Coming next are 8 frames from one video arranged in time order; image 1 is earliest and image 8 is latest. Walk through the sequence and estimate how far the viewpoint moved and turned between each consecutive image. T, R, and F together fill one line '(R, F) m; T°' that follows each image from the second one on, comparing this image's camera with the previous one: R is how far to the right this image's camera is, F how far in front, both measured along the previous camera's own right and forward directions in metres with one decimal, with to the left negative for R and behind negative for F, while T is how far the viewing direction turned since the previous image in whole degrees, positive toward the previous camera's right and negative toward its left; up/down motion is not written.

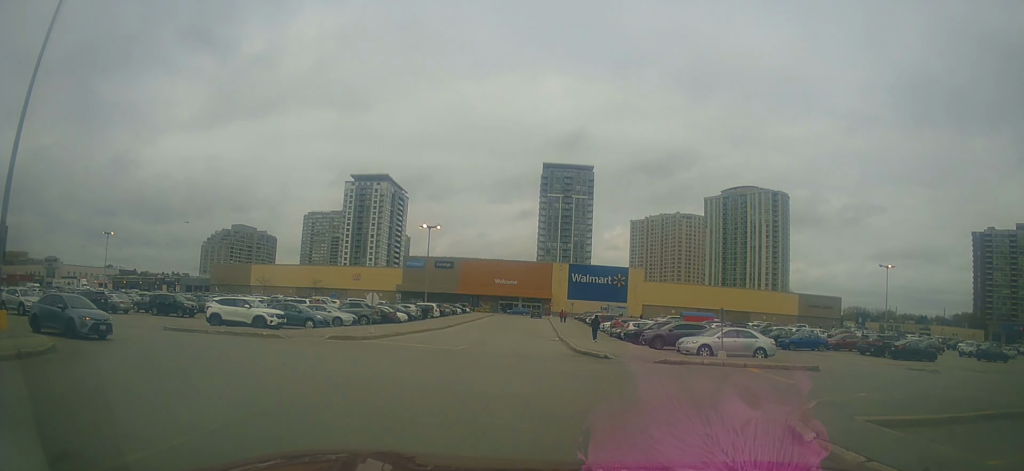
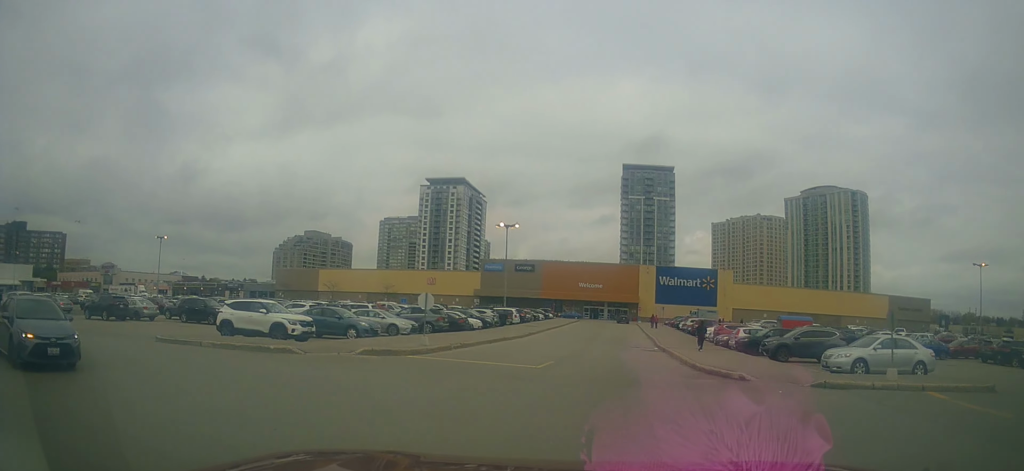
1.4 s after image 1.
(-0.3, +6.9) m; -15°
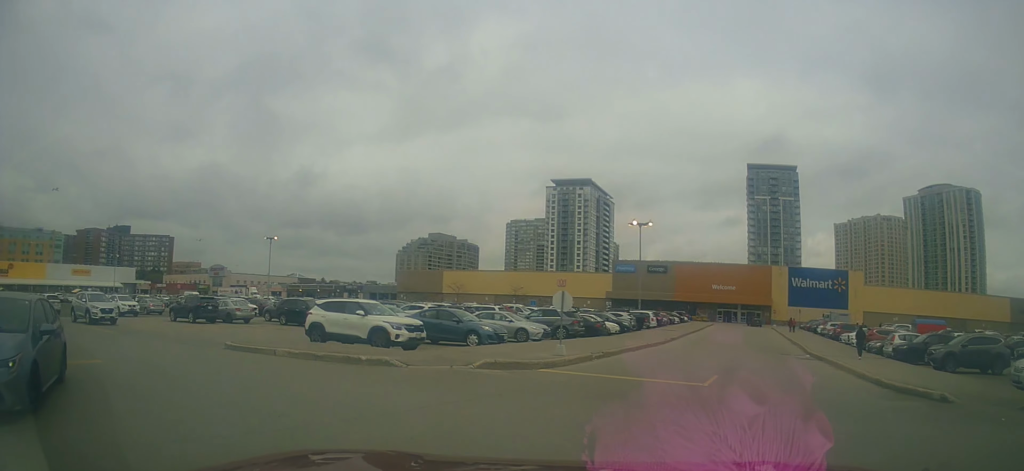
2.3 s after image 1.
(-0.5, +3.8) m; -16°
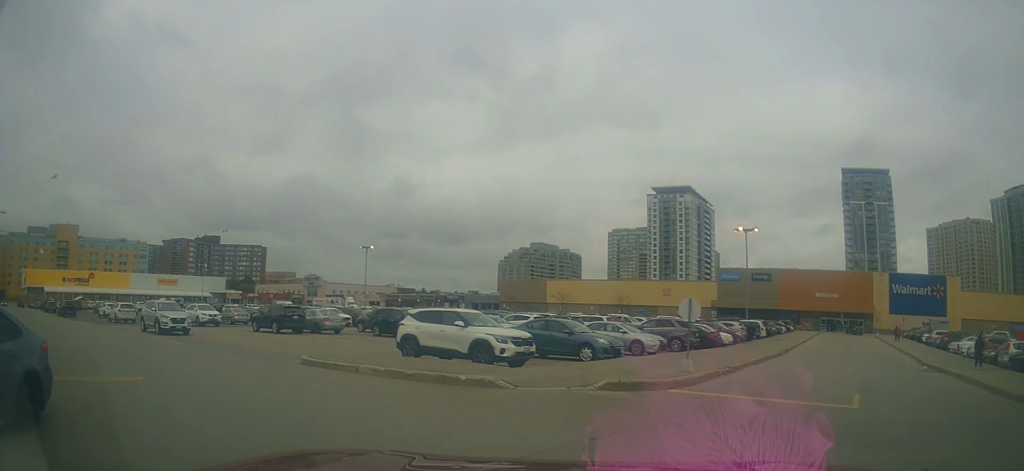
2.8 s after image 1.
(-0.3, +2.1) m; -8°
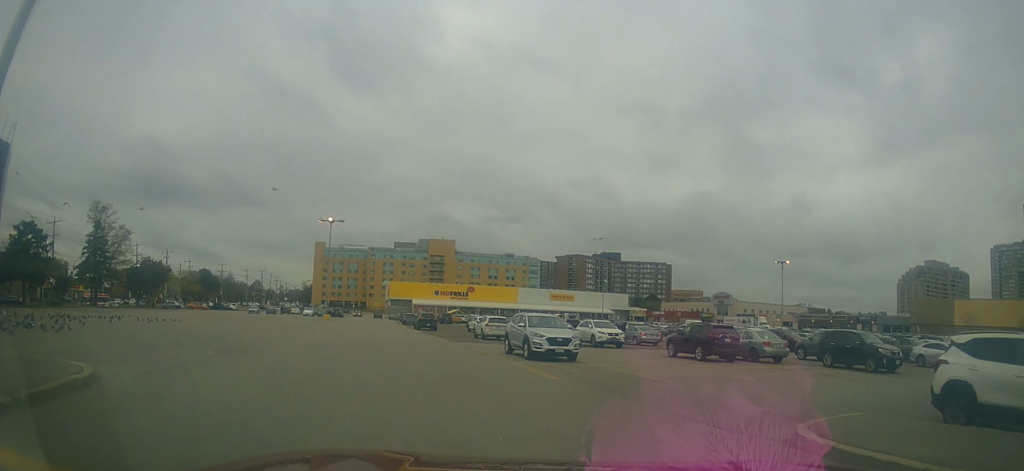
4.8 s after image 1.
(-2.3, +7.3) m; -41°
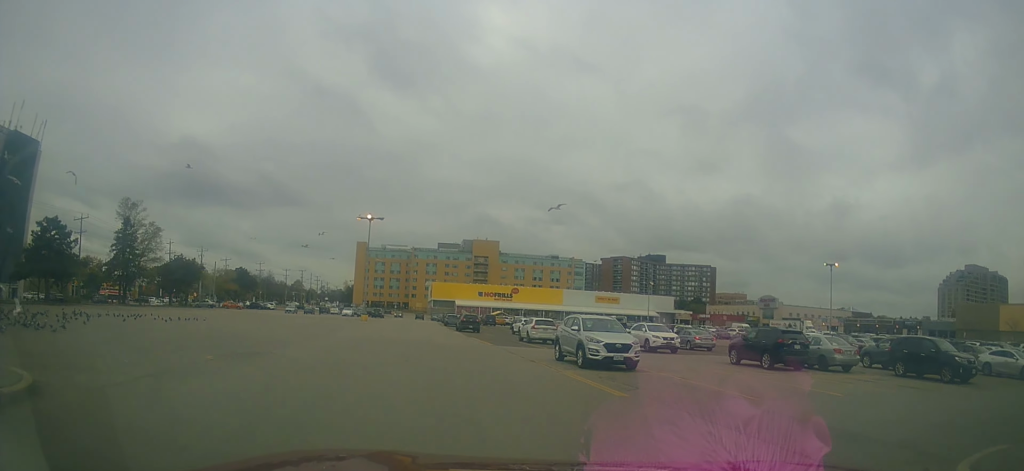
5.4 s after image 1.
(-0.3, +2.5) m; -4°
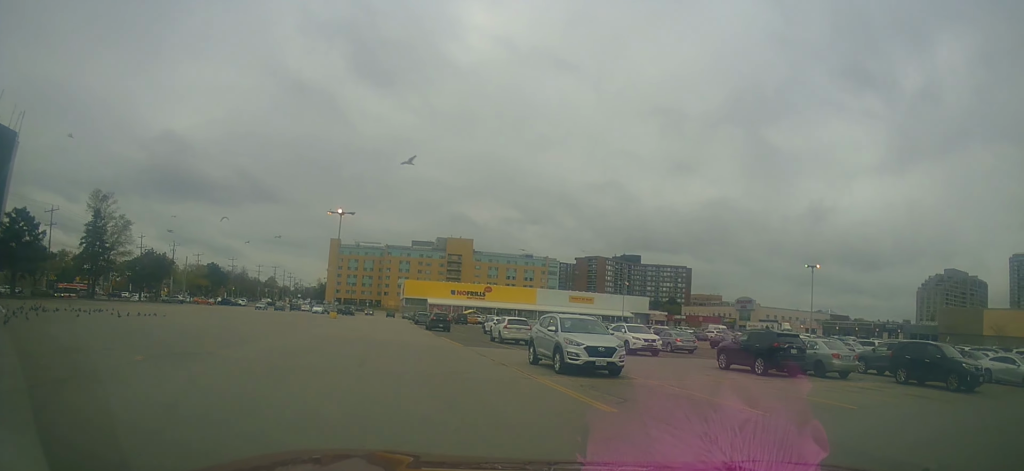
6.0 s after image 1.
(-0.3, +2.0) m; +1°
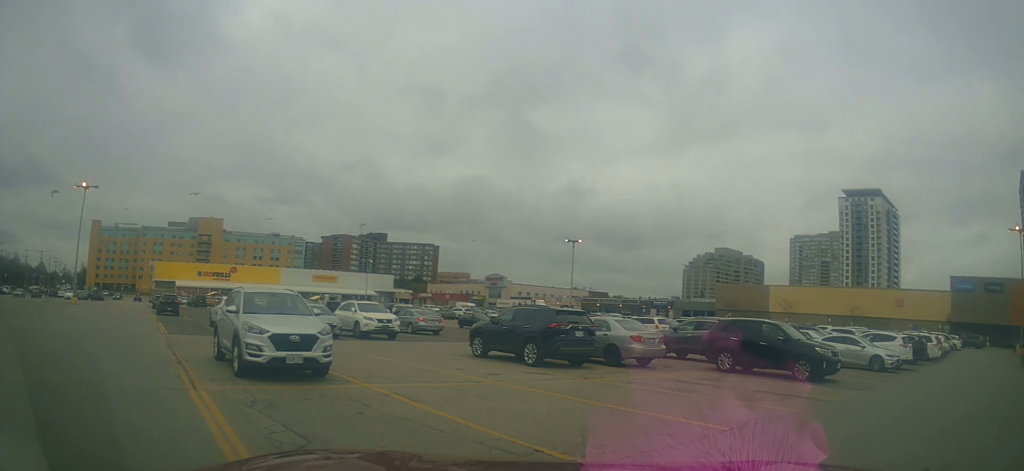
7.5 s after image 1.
(+1.8, +4.9) m; +36°
